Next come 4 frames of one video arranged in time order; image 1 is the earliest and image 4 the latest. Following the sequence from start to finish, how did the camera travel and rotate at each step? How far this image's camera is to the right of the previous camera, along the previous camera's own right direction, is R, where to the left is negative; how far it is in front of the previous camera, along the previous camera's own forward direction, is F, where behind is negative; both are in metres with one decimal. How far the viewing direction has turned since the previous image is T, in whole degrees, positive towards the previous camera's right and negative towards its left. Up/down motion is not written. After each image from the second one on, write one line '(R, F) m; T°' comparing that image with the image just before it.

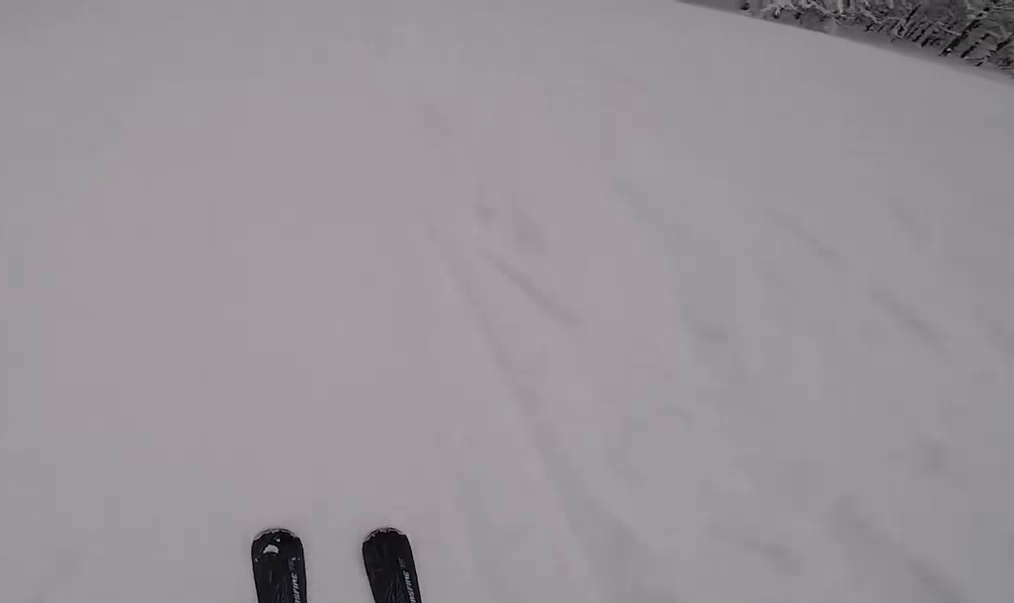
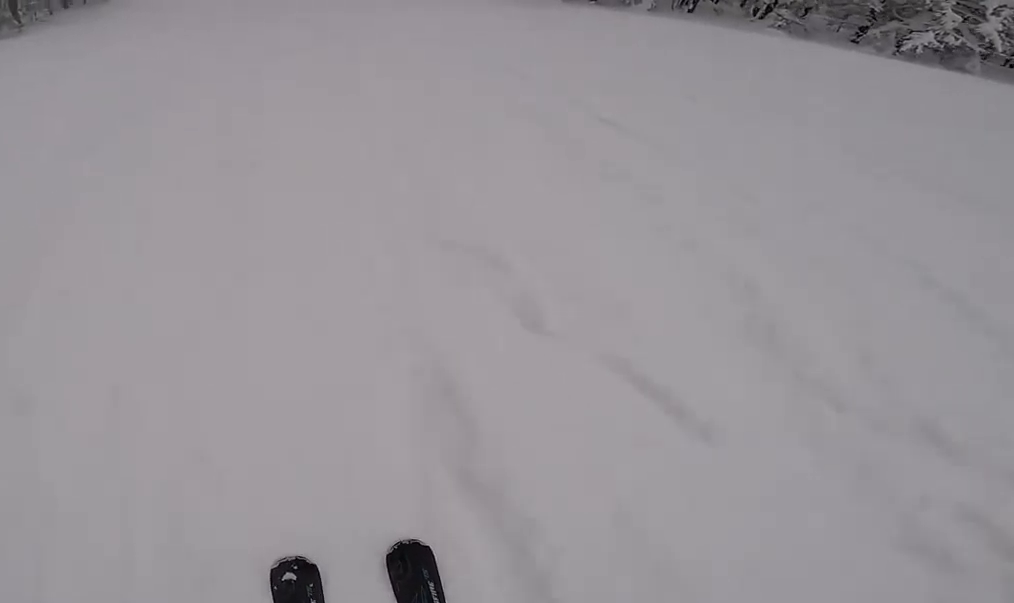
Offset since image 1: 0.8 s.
(0.0, +8.7) m; 0°
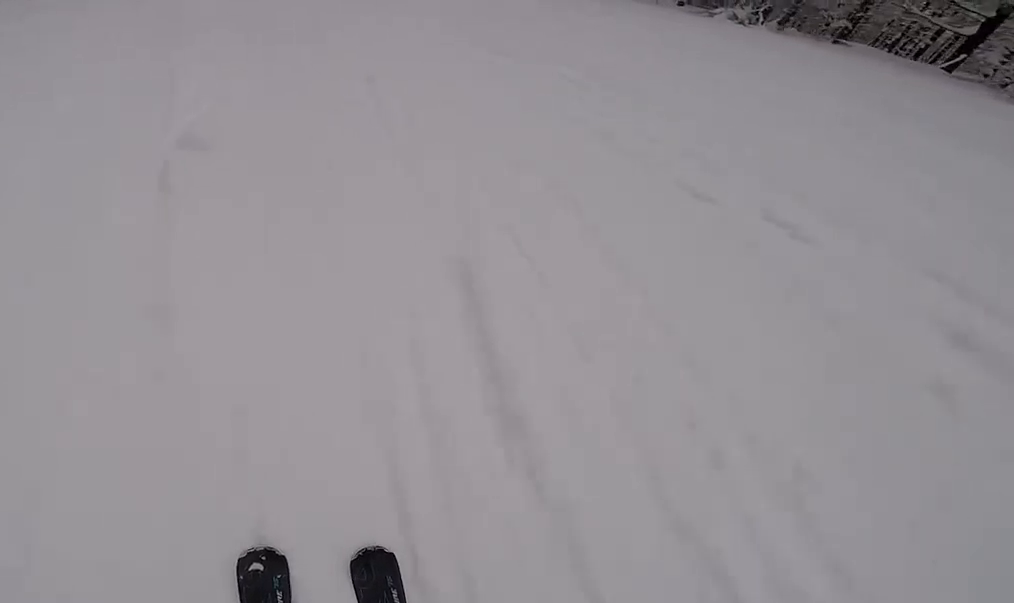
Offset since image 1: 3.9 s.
(-1.9, +32.0) m; -4°
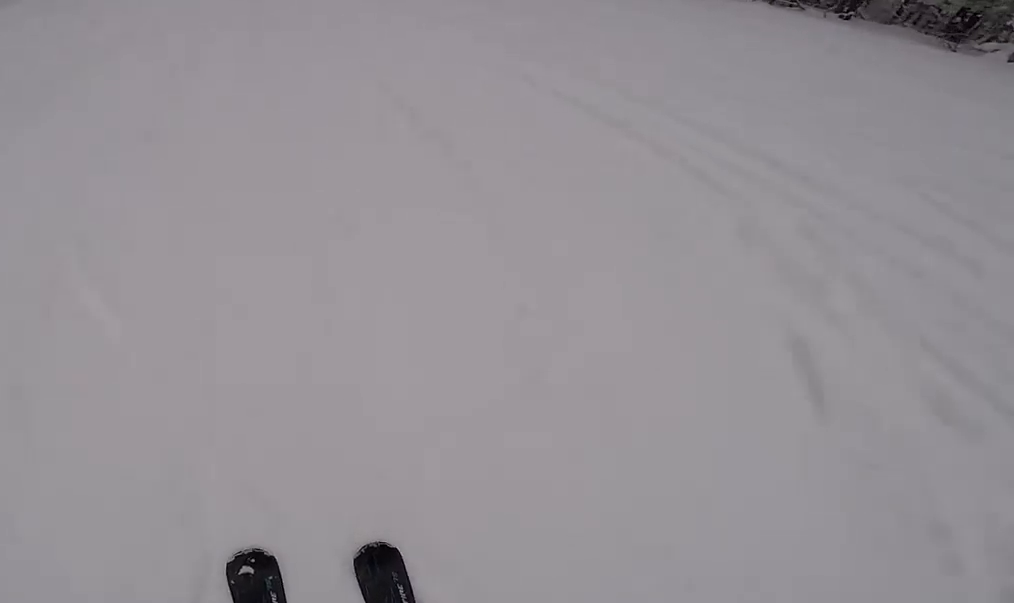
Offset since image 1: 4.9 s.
(+0.1, +9.4) m; 0°
